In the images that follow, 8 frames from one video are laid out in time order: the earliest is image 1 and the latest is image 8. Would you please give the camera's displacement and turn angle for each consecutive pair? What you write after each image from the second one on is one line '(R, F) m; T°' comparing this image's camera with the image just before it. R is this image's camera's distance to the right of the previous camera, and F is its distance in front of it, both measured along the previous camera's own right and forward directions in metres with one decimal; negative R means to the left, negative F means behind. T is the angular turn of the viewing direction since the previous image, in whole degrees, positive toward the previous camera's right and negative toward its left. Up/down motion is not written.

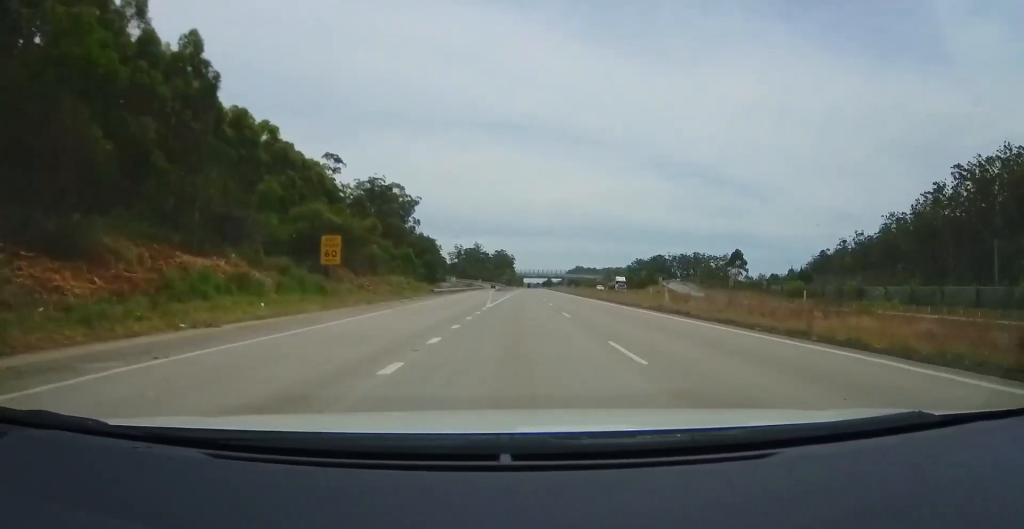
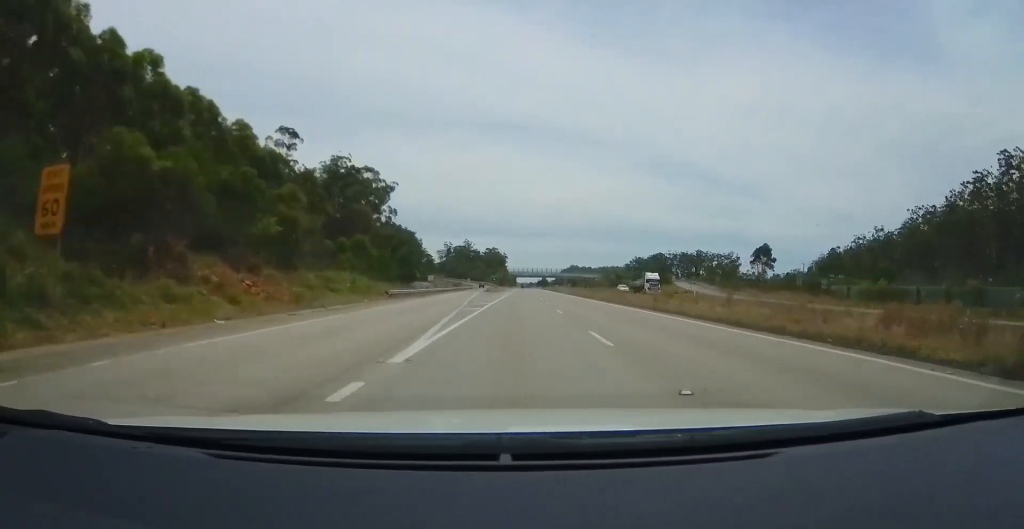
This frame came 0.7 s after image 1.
(+0.3, +21.7) m; +1°
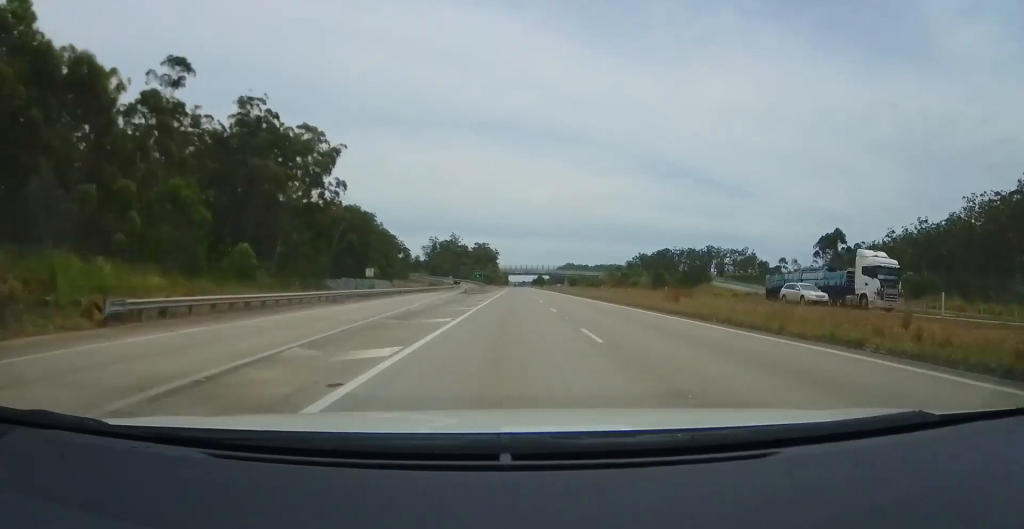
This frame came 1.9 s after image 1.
(+0.2, +36.1) m; +1°
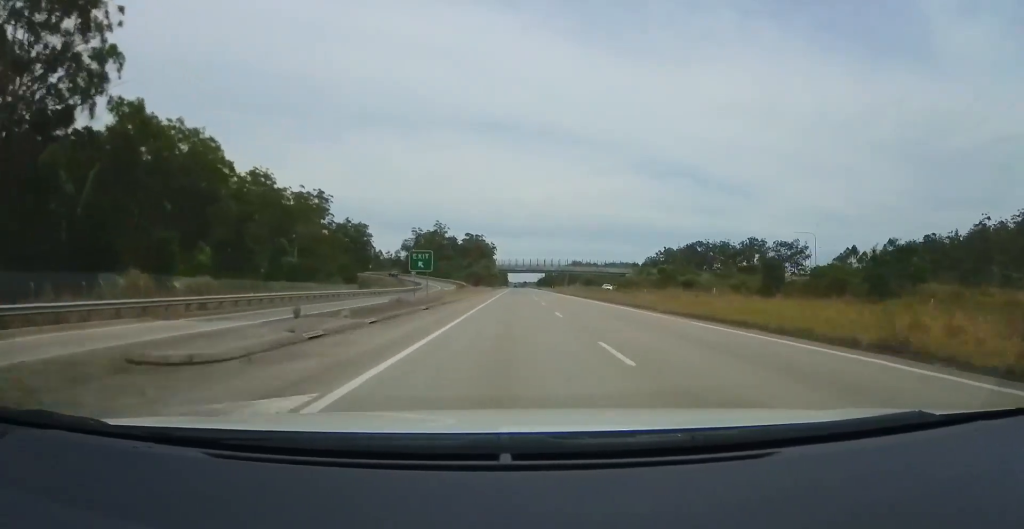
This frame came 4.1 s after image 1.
(+0.6, +64.9) m; 0°
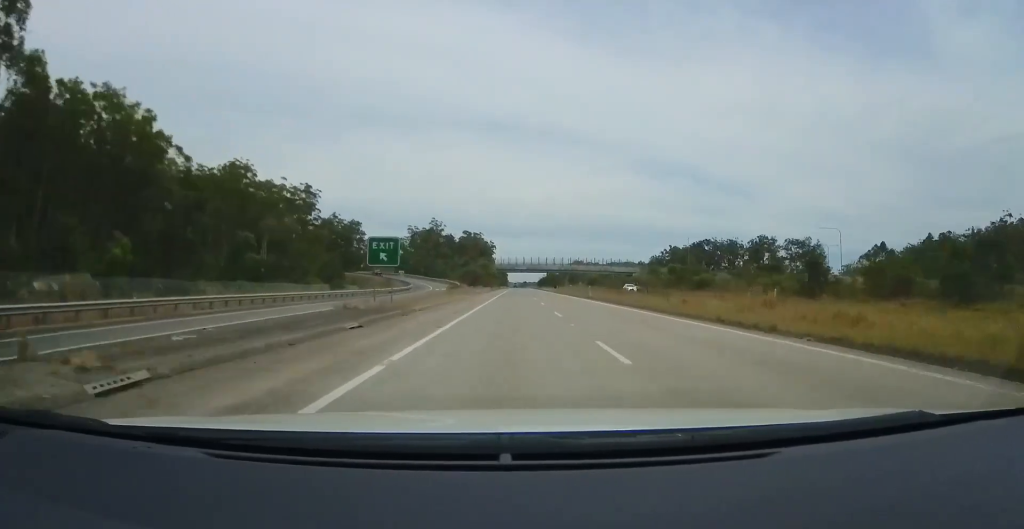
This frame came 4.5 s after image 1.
(-0.1, +11.9) m; -1°
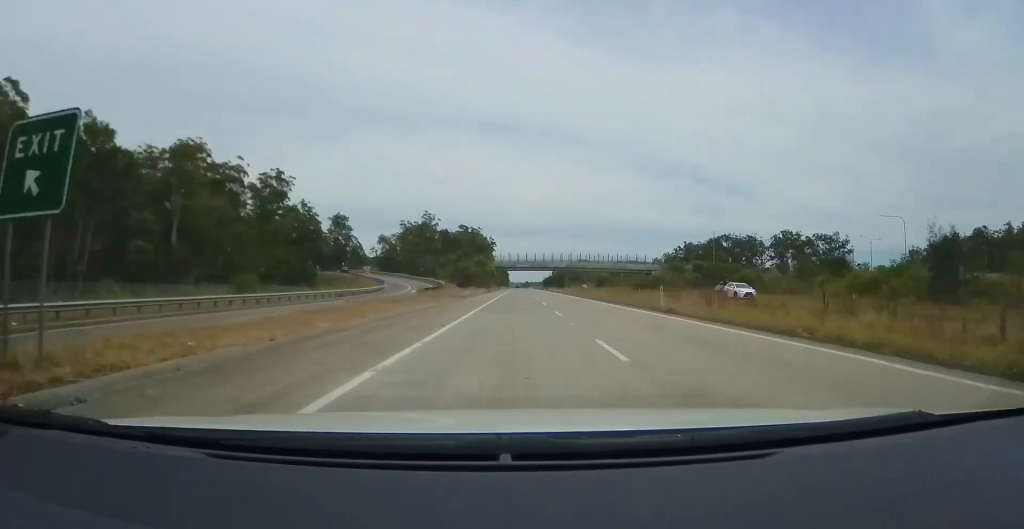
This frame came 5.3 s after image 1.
(-0.3, +23.7) m; -1°
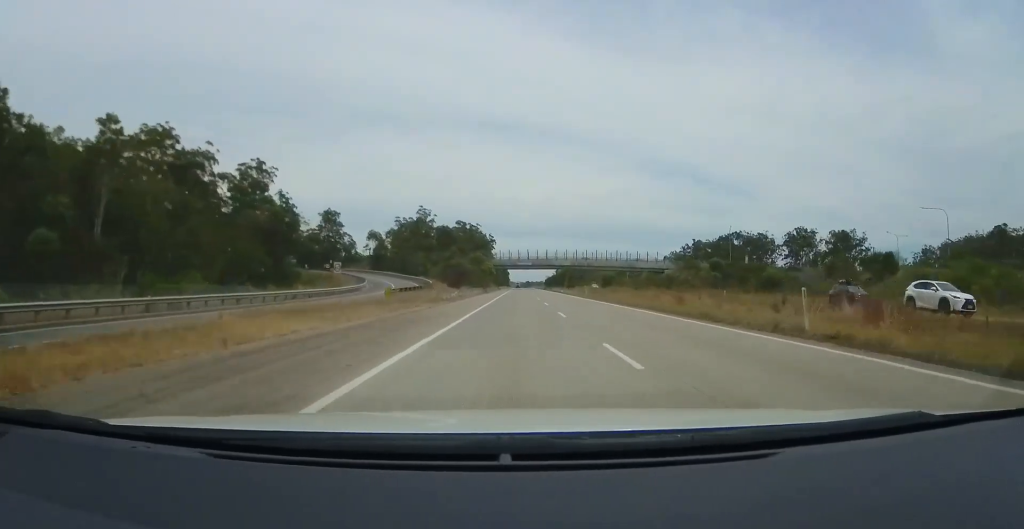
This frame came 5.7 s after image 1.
(-0.1, +13.0) m; 0°
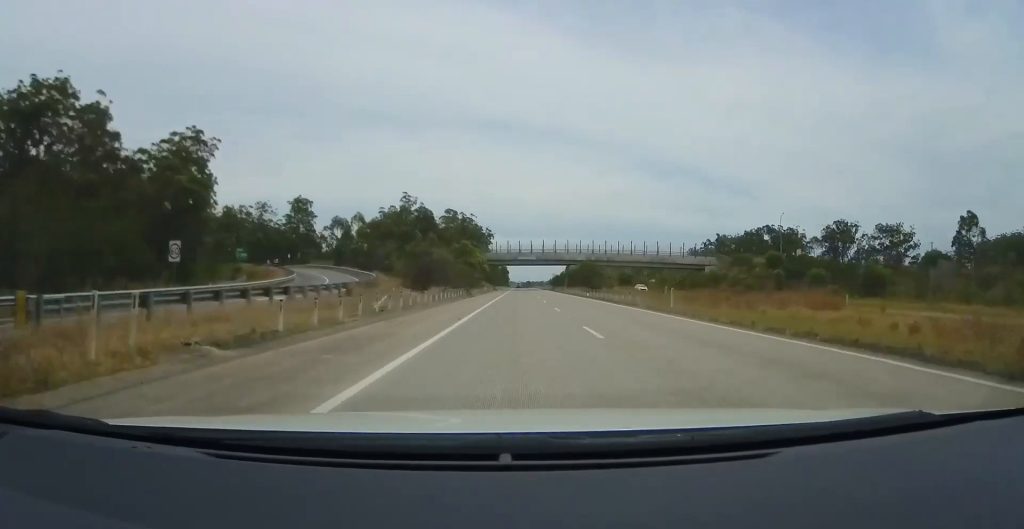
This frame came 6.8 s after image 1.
(-0.2, +30.5) m; 0°
